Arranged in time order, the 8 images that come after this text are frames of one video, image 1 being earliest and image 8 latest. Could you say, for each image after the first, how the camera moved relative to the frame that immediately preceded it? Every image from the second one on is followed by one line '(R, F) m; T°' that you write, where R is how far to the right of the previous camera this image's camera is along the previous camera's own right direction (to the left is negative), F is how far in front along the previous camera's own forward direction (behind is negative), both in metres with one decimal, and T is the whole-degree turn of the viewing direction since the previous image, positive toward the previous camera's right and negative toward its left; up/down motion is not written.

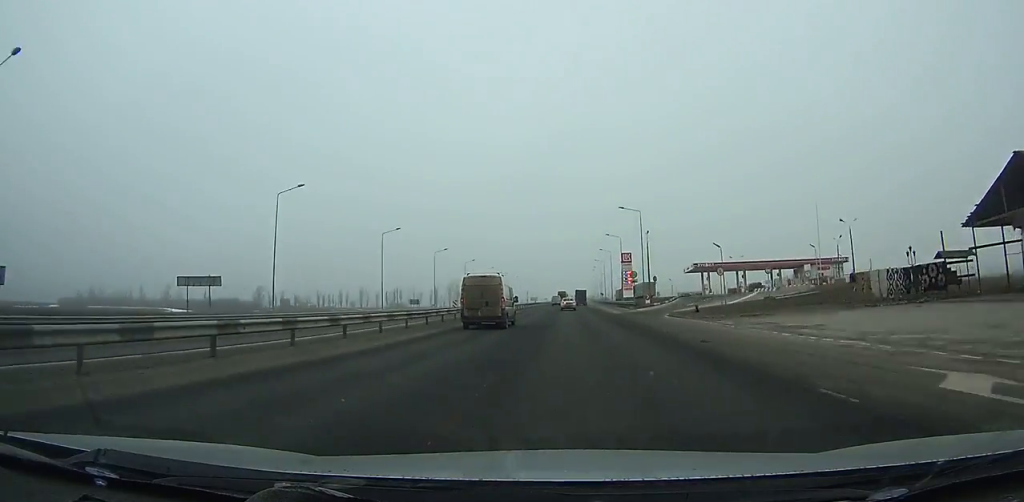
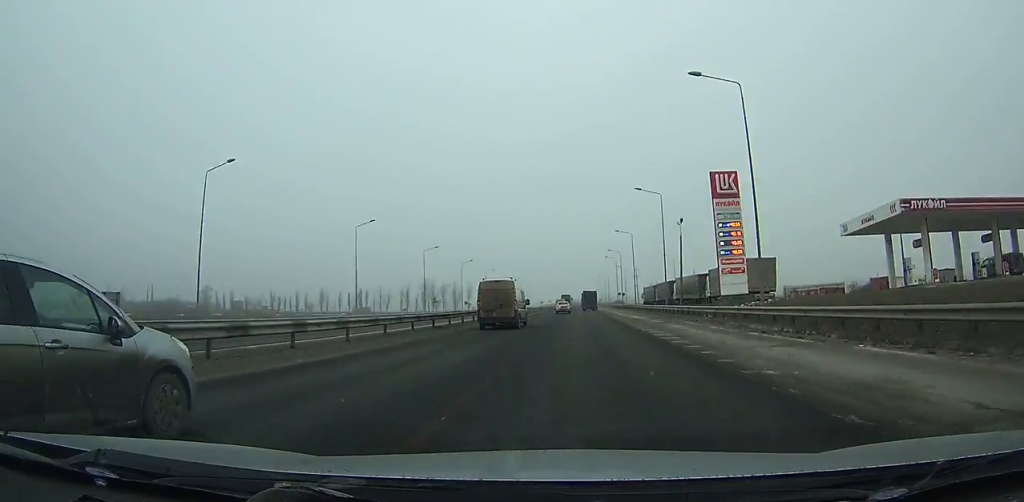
(+0.3, +71.2) m; +1°
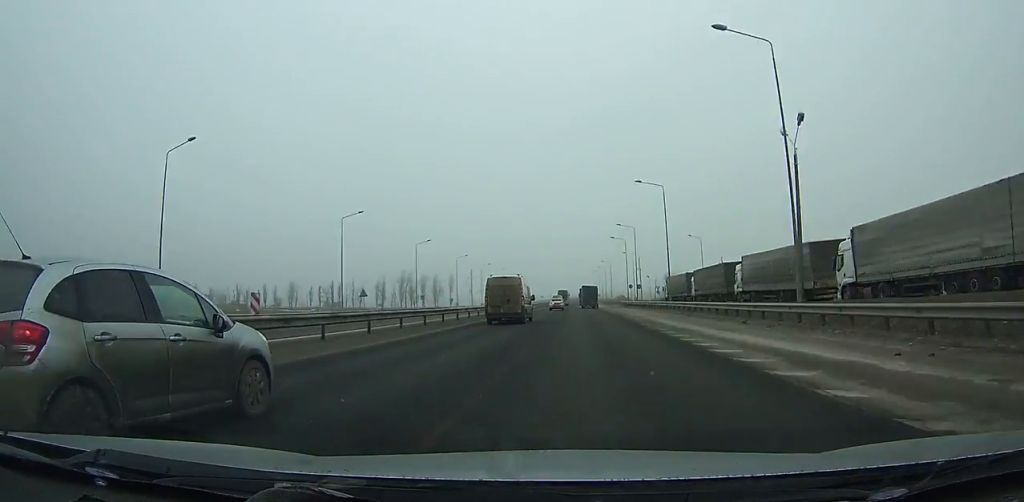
(+0.2, +34.0) m; 0°
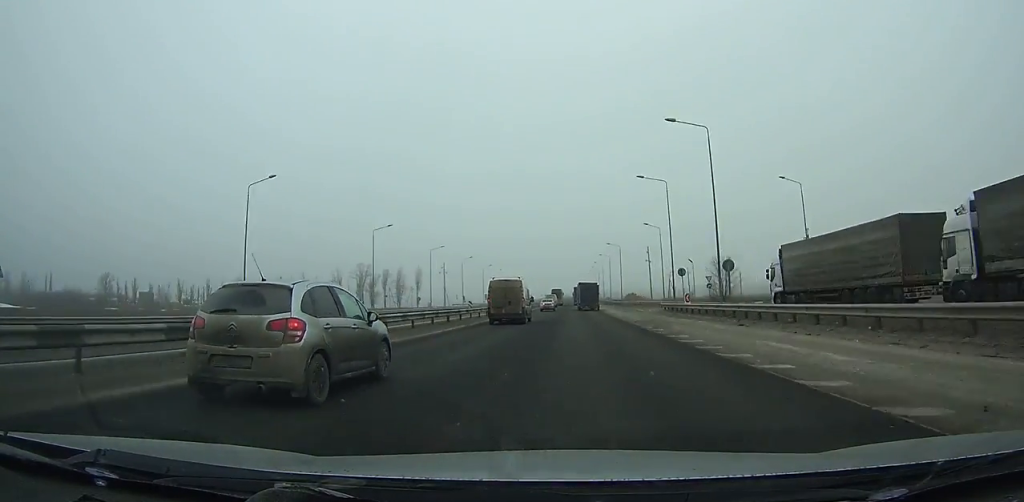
(+0.1, +48.4) m; 0°
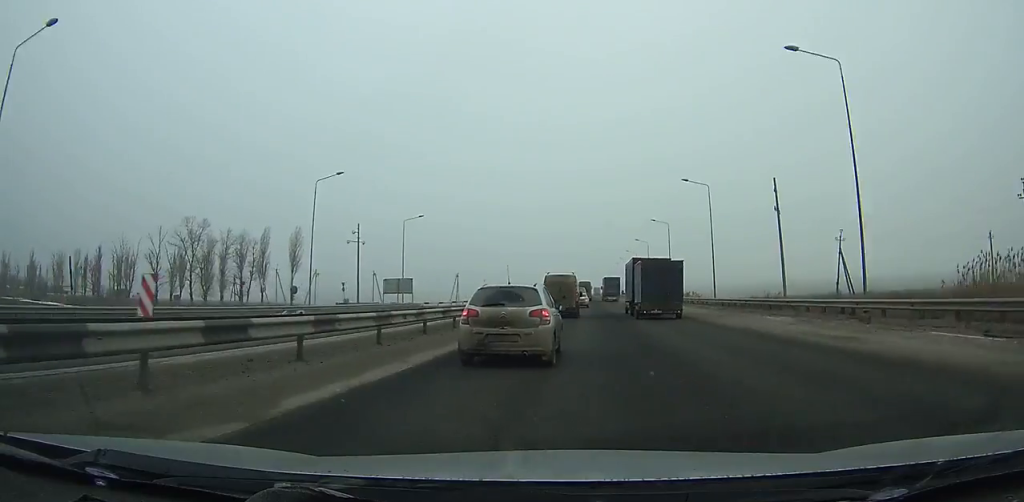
(-0.6, +114.9) m; 0°
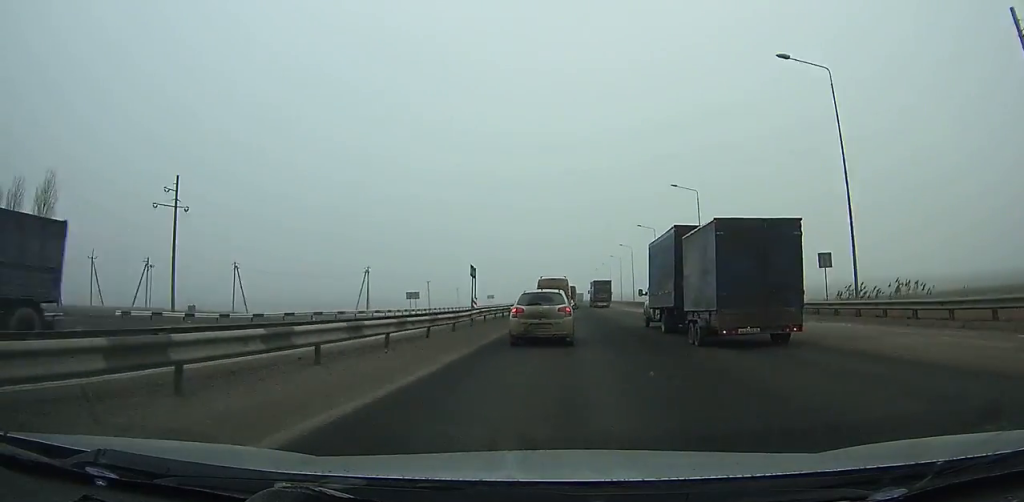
(+0.8, +60.6) m; +1°
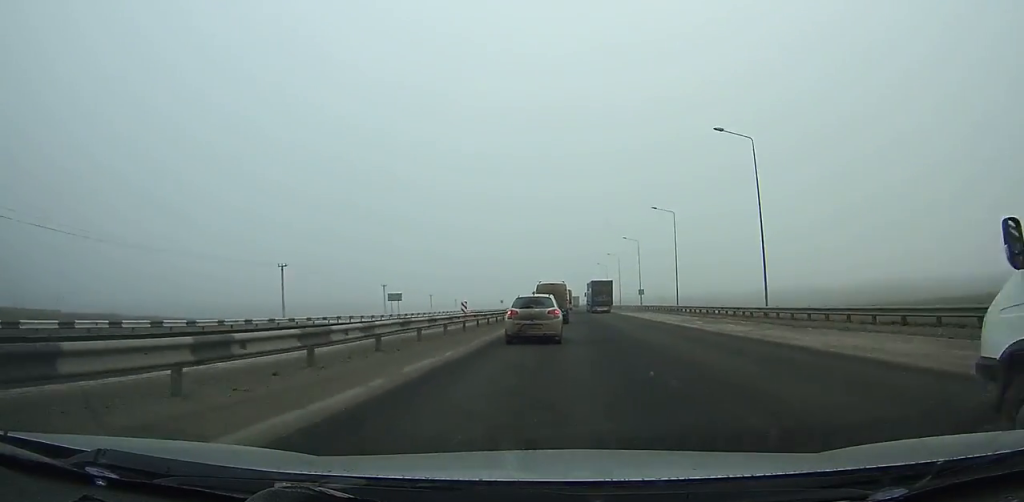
(+0.7, +77.9) m; 0°
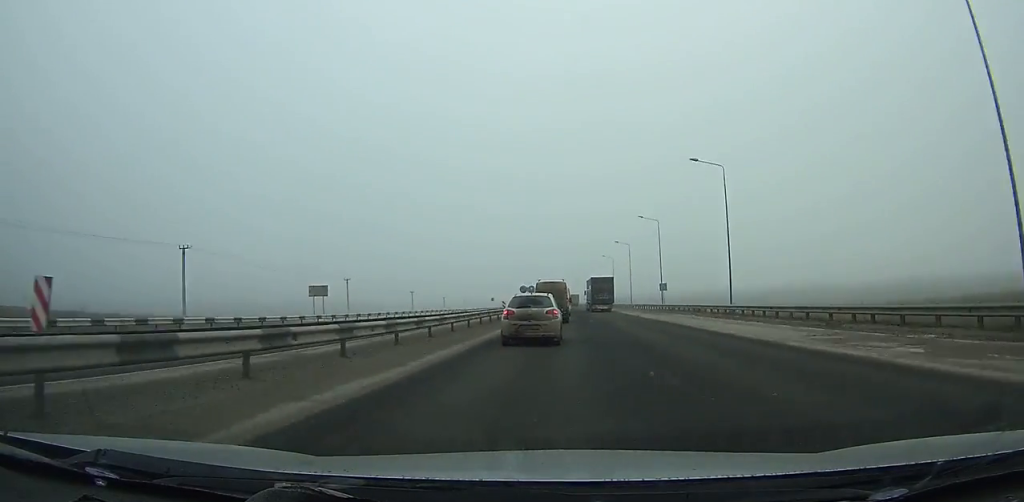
(0.0, +21.1) m; 0°
